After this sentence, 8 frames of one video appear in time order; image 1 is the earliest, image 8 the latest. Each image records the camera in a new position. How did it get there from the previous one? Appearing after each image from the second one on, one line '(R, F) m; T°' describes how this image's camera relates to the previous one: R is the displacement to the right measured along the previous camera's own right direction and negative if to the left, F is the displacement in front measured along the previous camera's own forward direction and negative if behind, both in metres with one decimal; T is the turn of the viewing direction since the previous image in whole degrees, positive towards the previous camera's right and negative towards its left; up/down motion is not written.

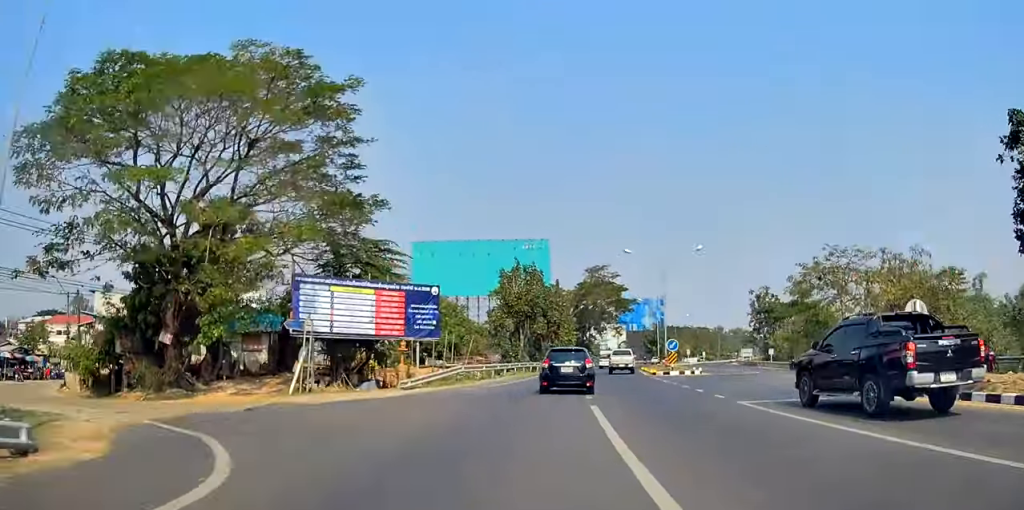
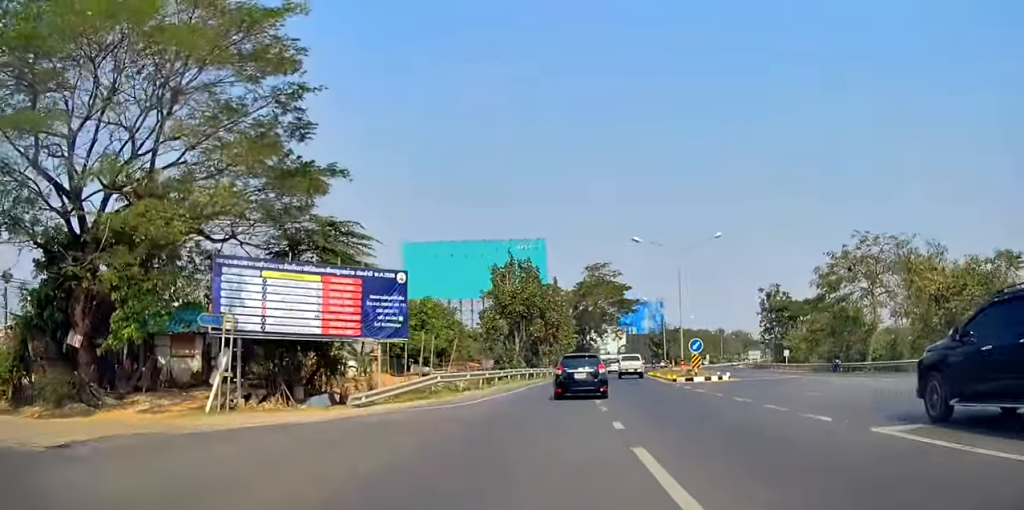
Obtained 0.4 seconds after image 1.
(+0.8, +6.8) m; +7°
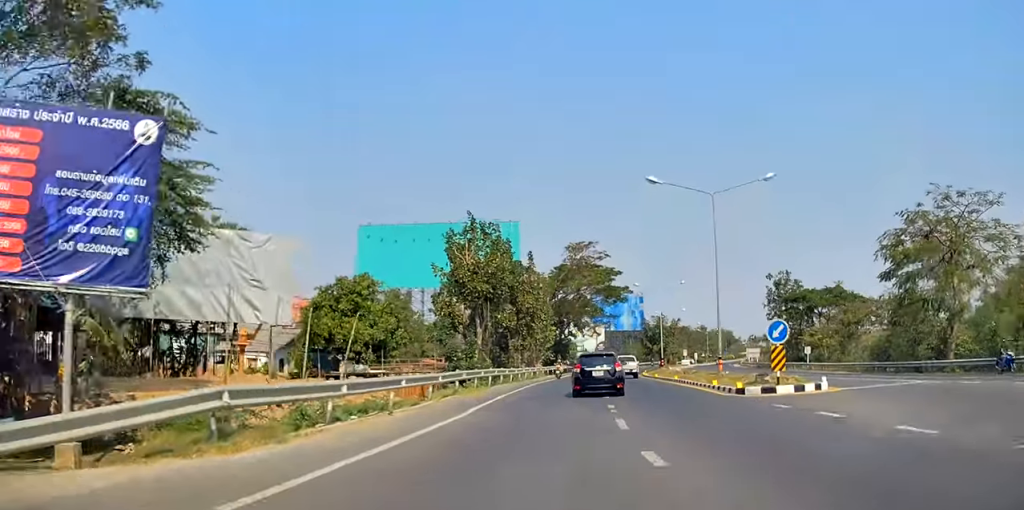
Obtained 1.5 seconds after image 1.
(+1.8, +15.6) m; +9°
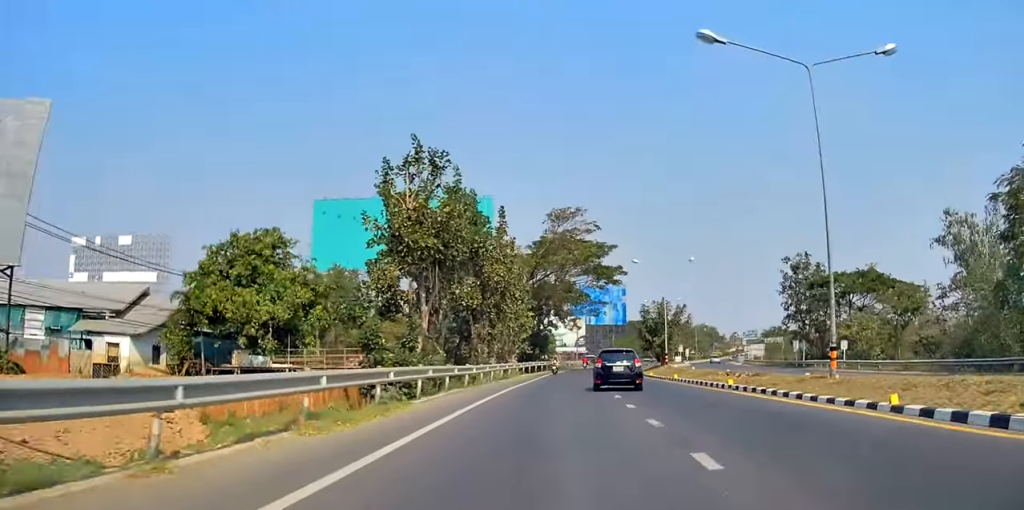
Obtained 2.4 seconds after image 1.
(+0.4, +14.3) m; +2°
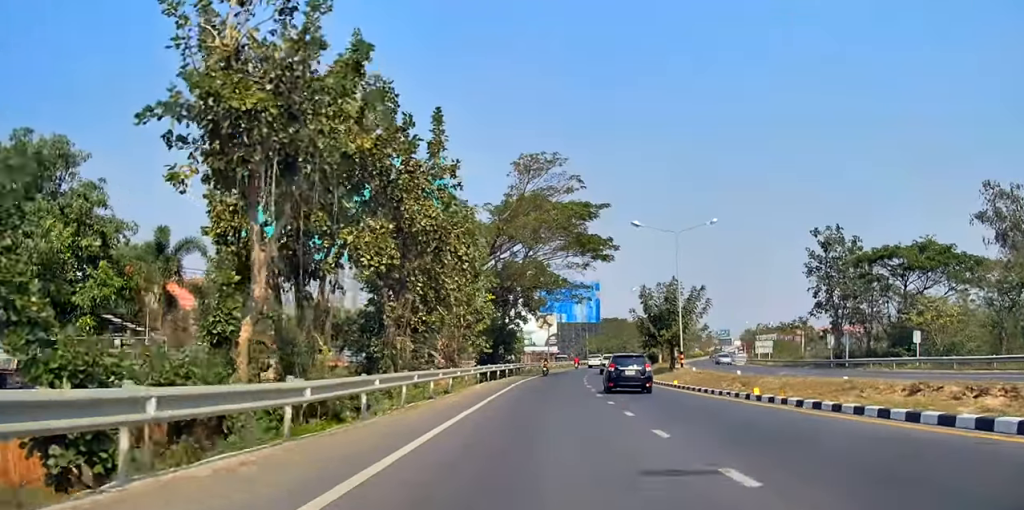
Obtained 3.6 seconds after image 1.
(+0.1, +17.0) m; +3°
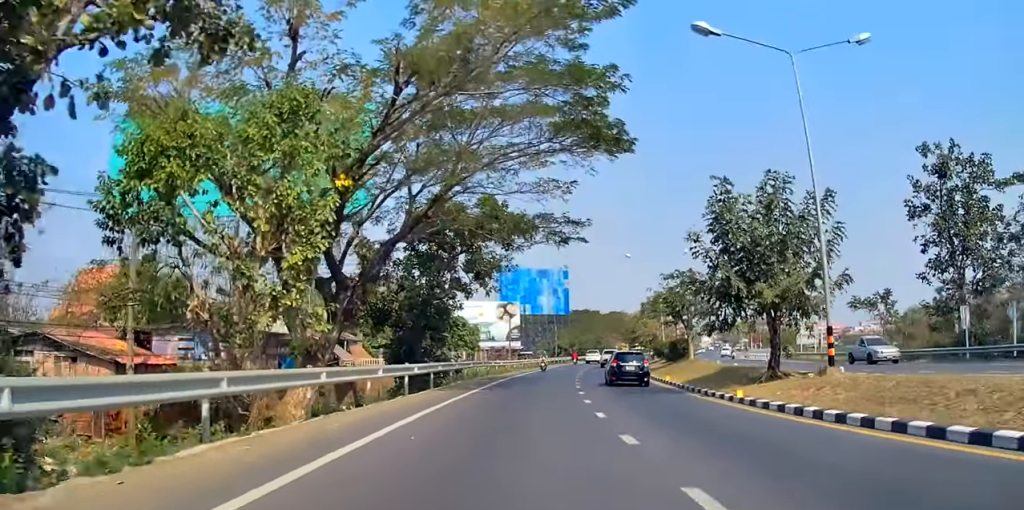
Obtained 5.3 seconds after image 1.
(+0.6, +26.2) m; +1°
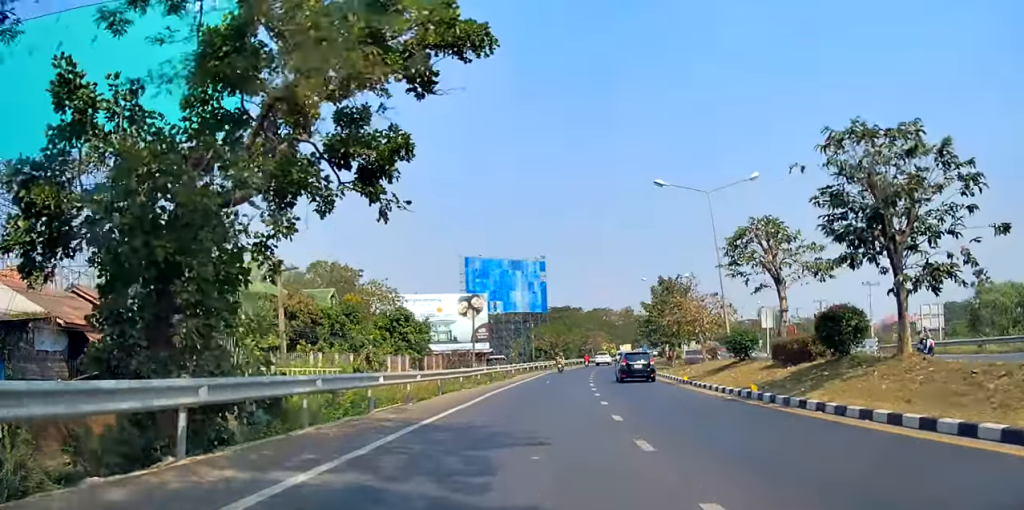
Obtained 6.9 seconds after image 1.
(+0.7, +25.4) m; +5°
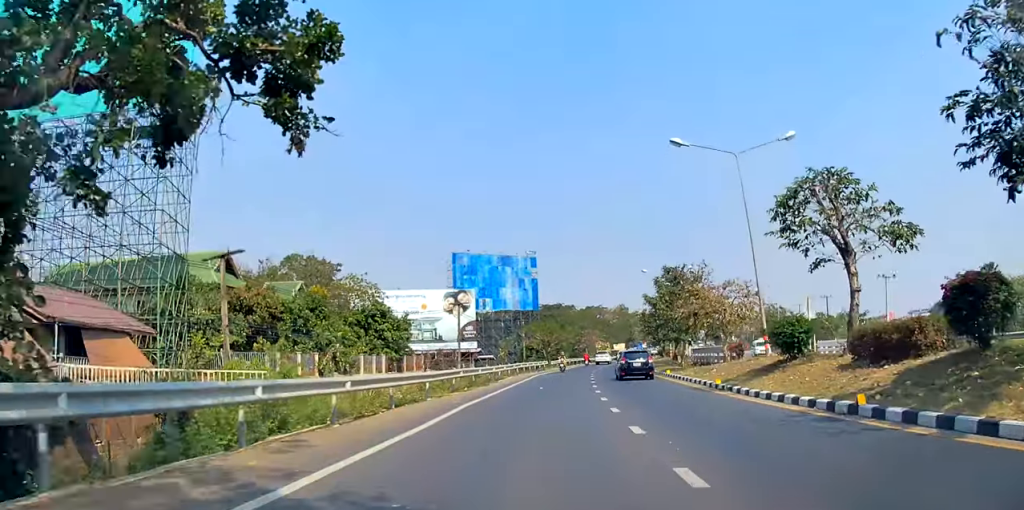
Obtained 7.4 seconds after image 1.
(0.0, +6.8) m; +2°
